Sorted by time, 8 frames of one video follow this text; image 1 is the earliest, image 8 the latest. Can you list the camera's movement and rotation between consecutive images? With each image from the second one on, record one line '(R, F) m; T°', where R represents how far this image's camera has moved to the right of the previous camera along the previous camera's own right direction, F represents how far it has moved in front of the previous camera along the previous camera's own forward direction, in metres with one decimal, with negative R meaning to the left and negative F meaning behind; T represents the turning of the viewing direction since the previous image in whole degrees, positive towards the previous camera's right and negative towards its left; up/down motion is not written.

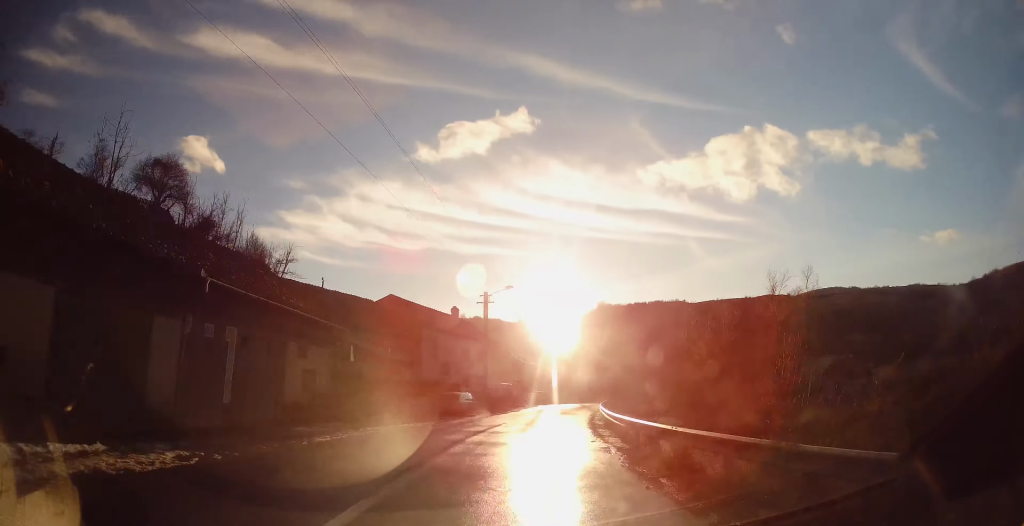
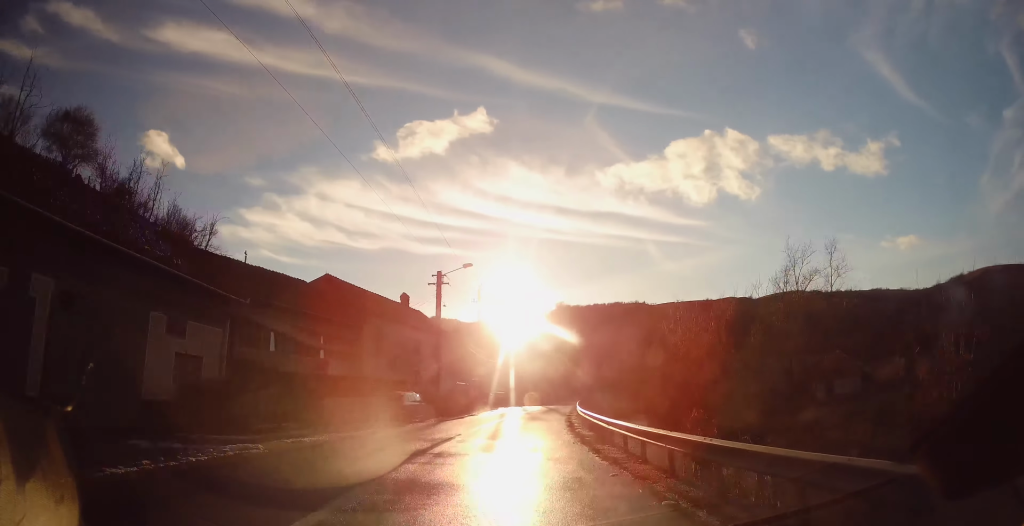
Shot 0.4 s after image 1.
(0.0, +6.8) m; 0°
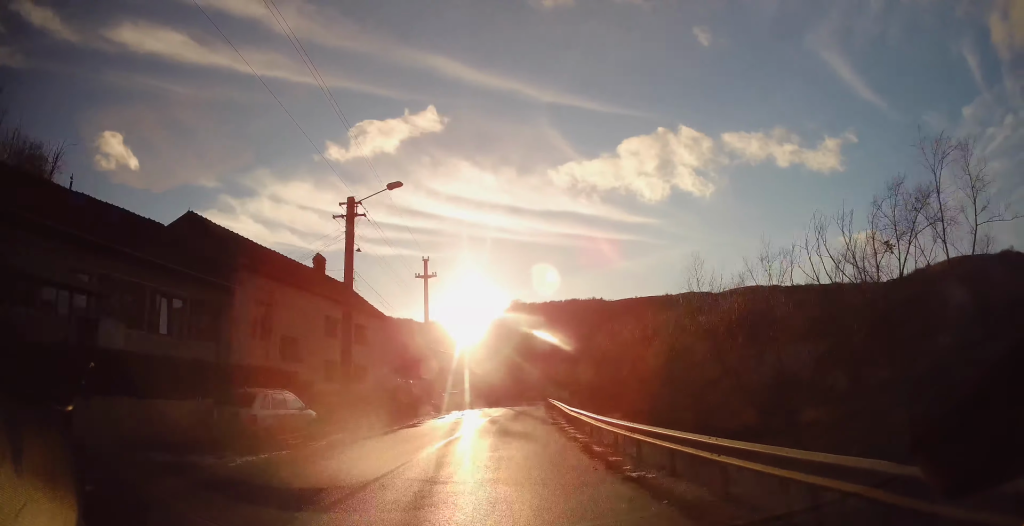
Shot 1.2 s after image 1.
(0.0, +12.6) m; 0°
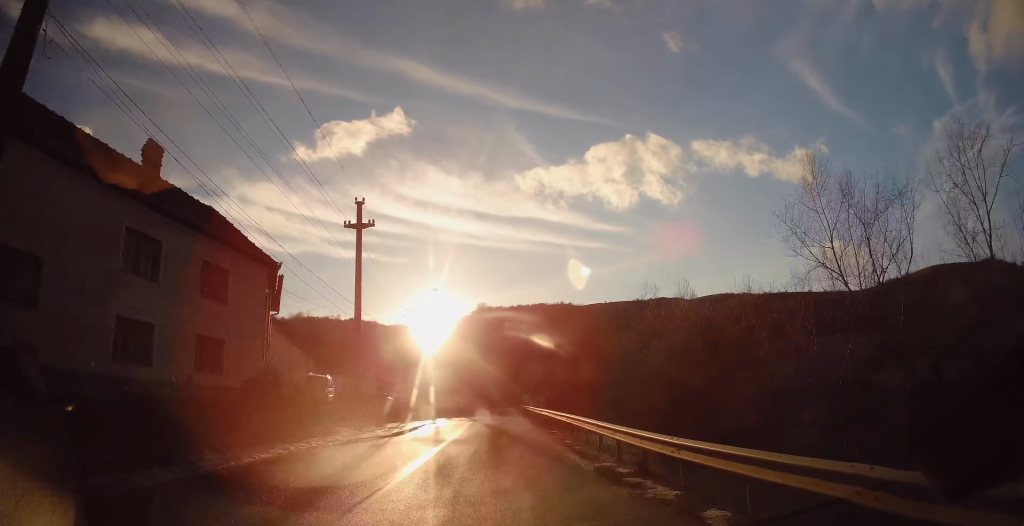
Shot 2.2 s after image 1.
(+0.1, +15.0) m; +6°
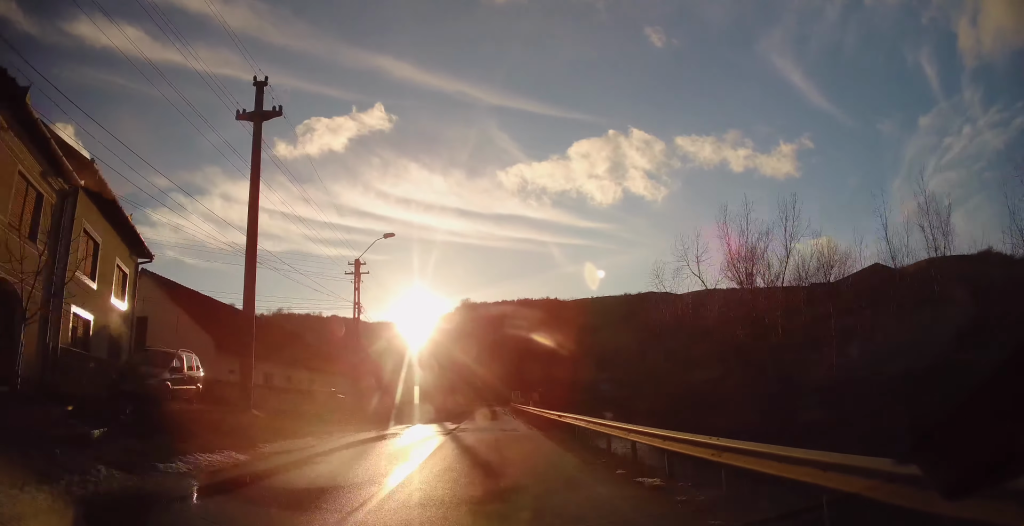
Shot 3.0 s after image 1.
(+1.1, +13.1) m; +5°
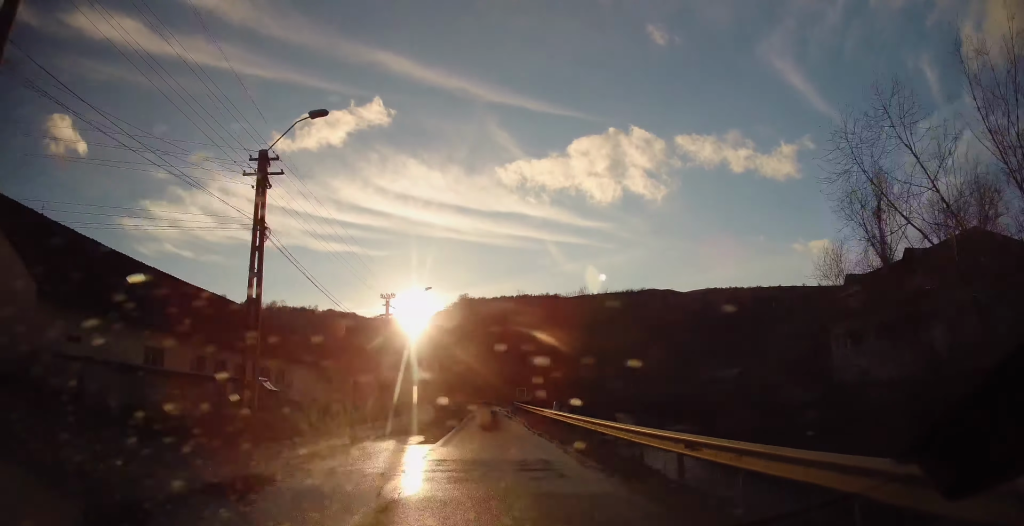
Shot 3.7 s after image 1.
(+0.3, +12.3) m; +1°
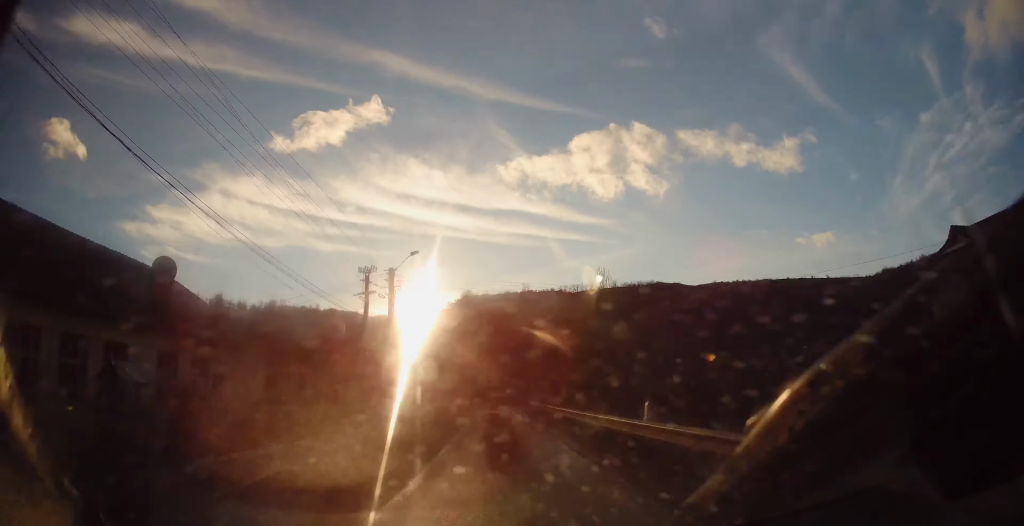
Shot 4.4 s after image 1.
(0.0, +11.8) m; 0°
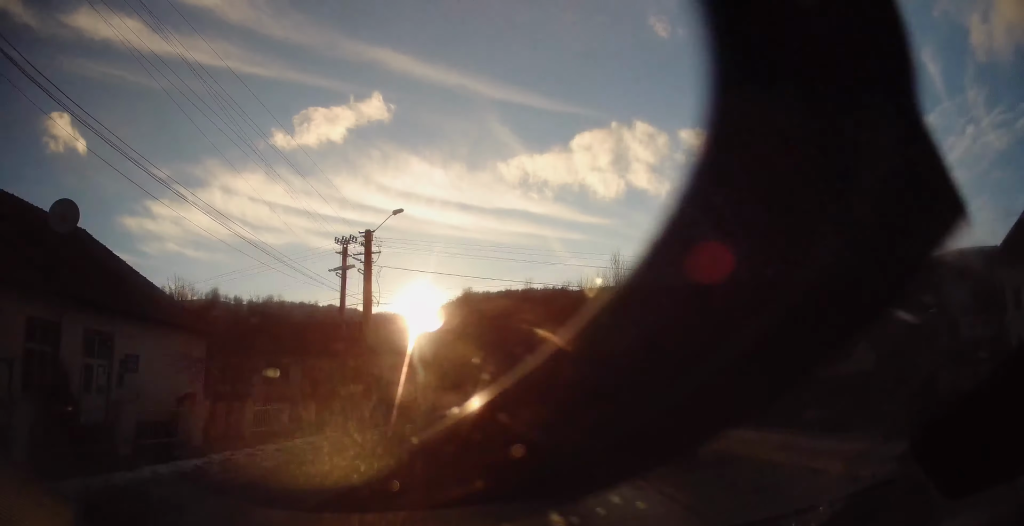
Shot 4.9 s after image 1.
(0.0, +7.9) m; 0°
